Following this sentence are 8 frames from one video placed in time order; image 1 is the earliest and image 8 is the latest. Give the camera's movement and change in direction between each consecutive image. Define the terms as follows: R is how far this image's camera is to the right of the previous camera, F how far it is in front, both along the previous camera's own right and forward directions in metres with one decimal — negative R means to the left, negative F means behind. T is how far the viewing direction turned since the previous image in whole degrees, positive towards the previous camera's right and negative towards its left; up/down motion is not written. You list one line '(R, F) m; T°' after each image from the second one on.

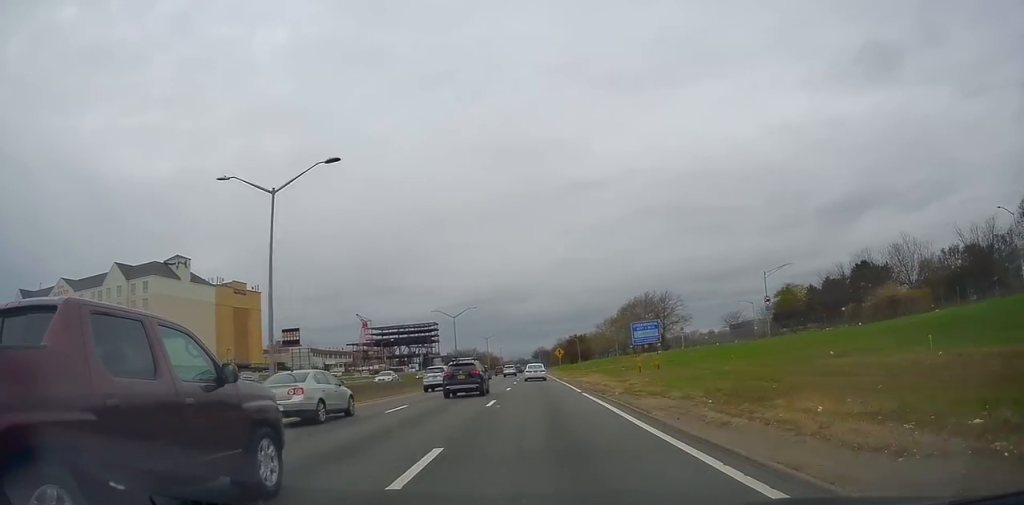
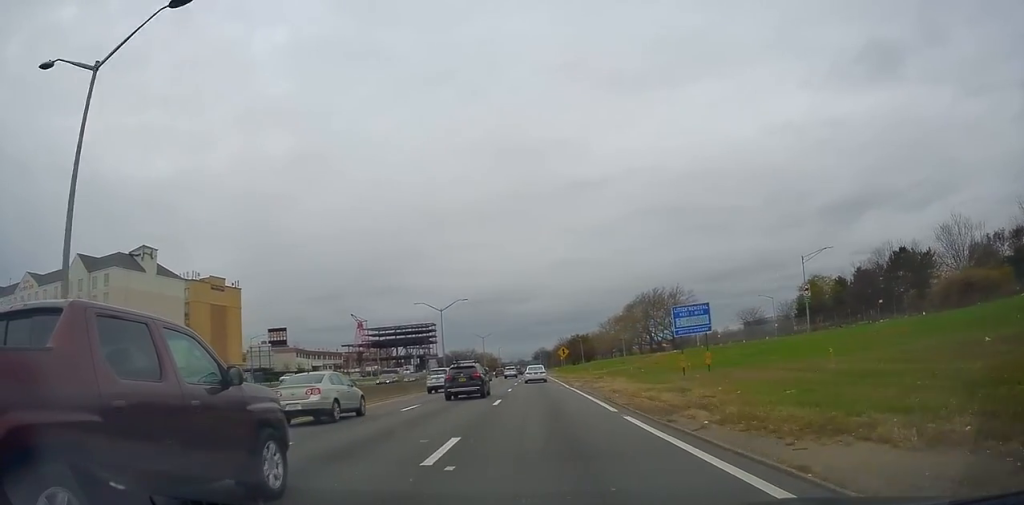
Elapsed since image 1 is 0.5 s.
(0.0, +11.0) m; 0°
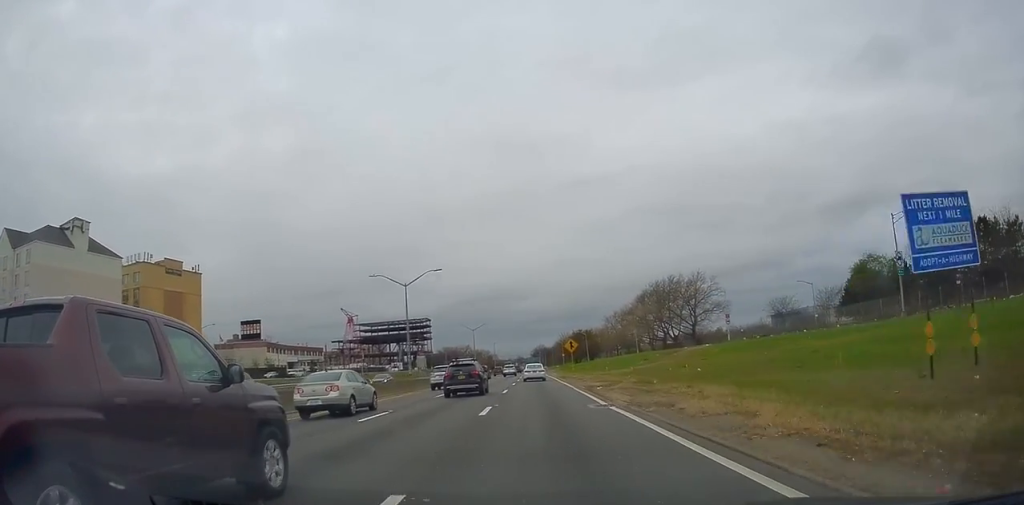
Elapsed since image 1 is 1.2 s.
(0.0, +18.0) m; 0°
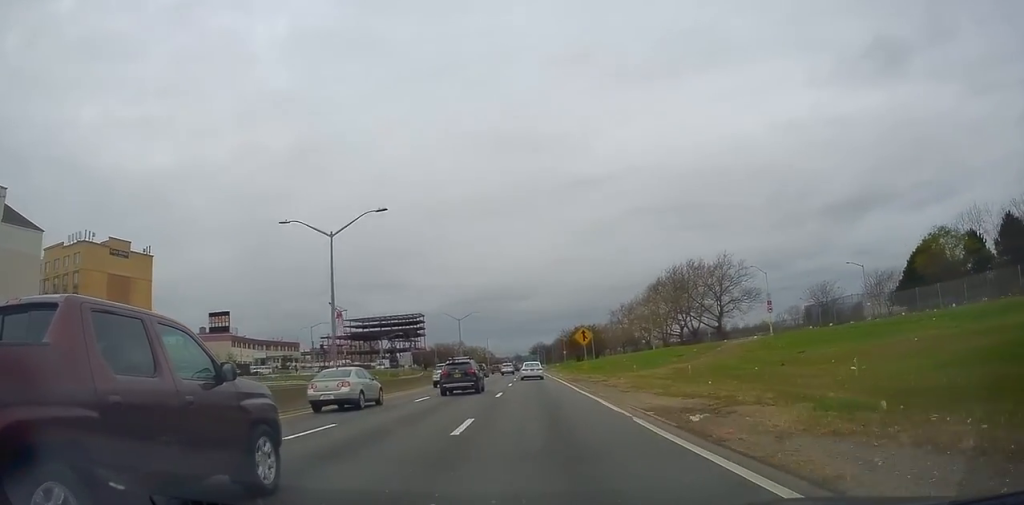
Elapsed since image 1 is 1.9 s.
(0.0, +17.6) m; 0°
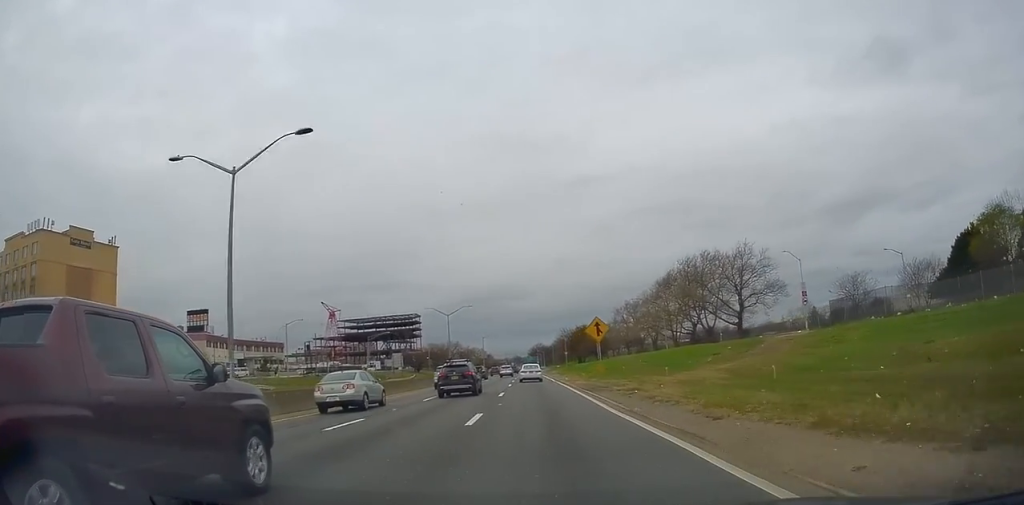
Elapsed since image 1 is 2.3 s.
(0.0, +10.7) m; 0°
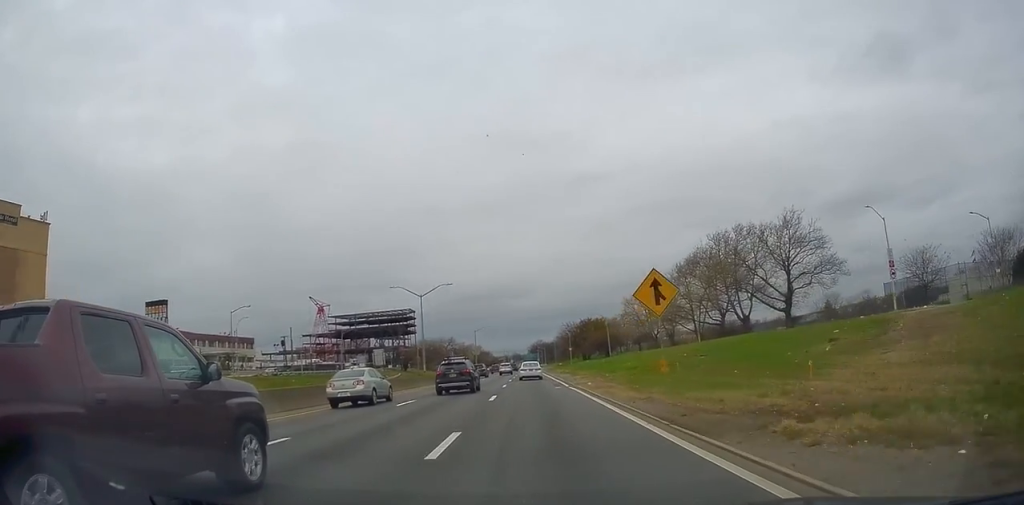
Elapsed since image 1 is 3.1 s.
(0.0, +18.2) m; 0°
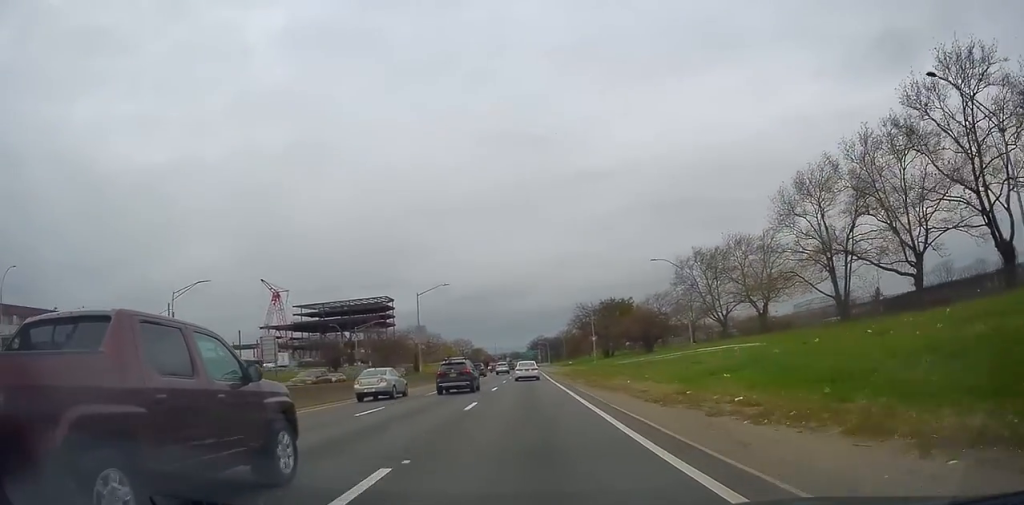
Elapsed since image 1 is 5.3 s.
(+0.3, +56.7) m; +1°
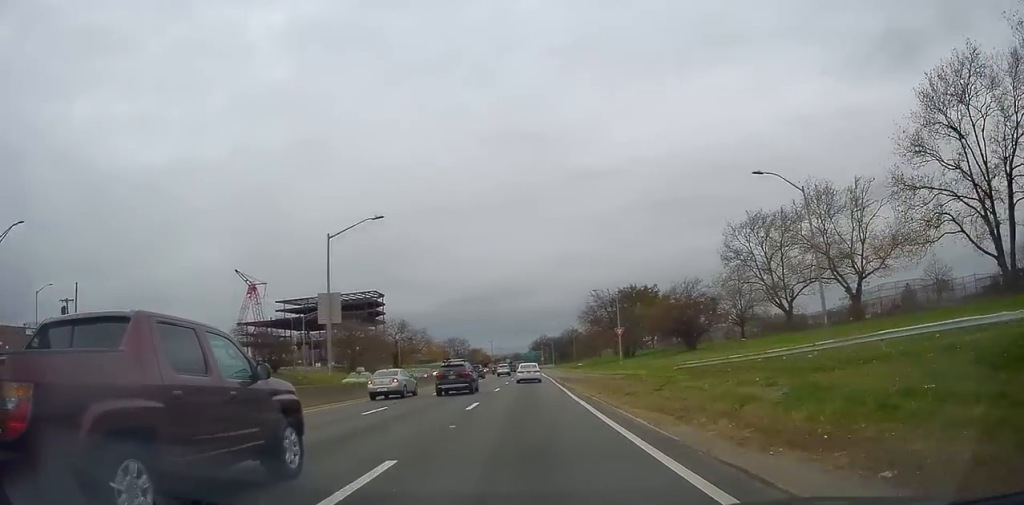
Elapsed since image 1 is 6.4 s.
(+0.2, +25.4) m; 0°
